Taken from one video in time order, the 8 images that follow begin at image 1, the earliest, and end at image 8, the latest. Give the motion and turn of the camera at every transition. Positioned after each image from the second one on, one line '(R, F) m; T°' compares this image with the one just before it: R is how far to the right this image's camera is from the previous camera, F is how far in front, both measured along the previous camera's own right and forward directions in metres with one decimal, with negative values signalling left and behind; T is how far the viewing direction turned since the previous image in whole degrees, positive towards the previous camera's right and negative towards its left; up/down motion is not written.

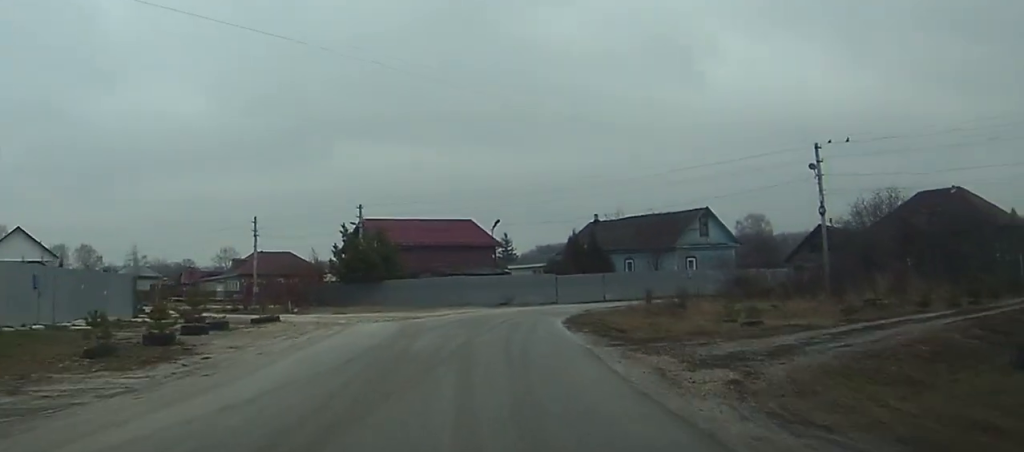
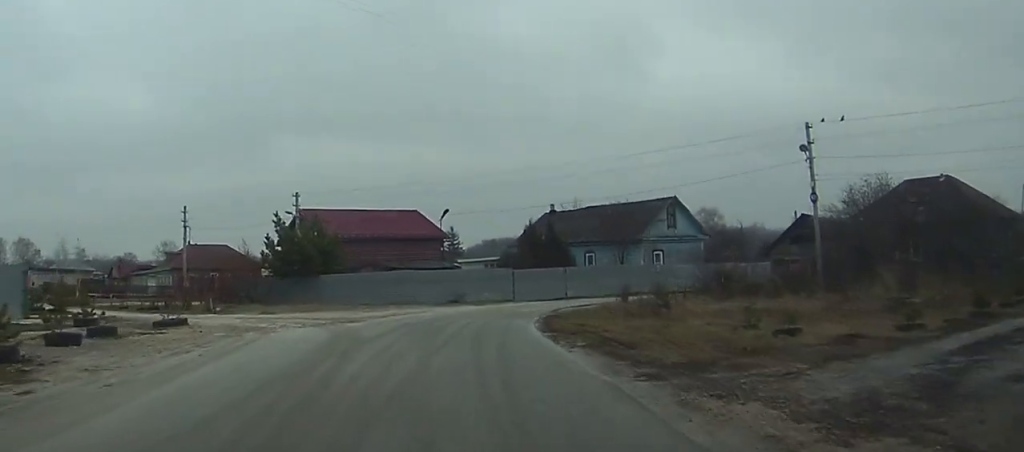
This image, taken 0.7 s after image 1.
(0.0, +5.1) m; +4°
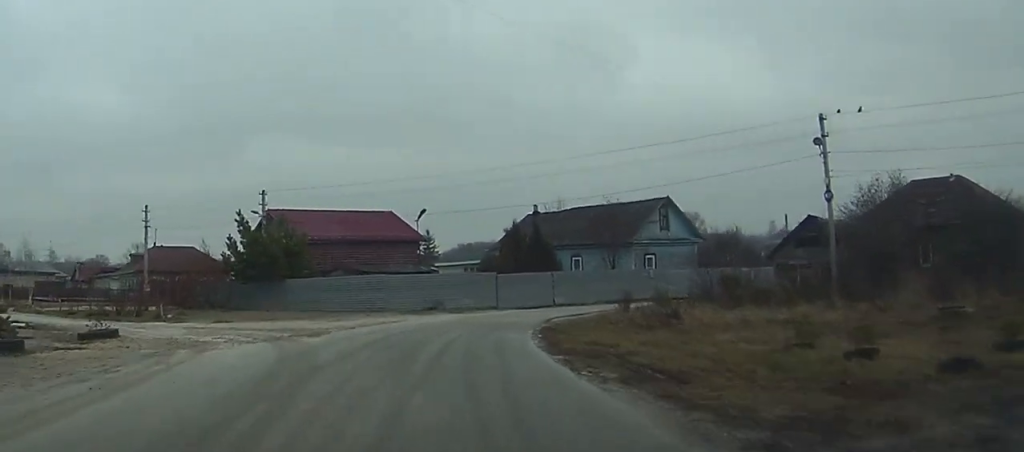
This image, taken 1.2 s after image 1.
(+0.2, +3.7) m; +3°
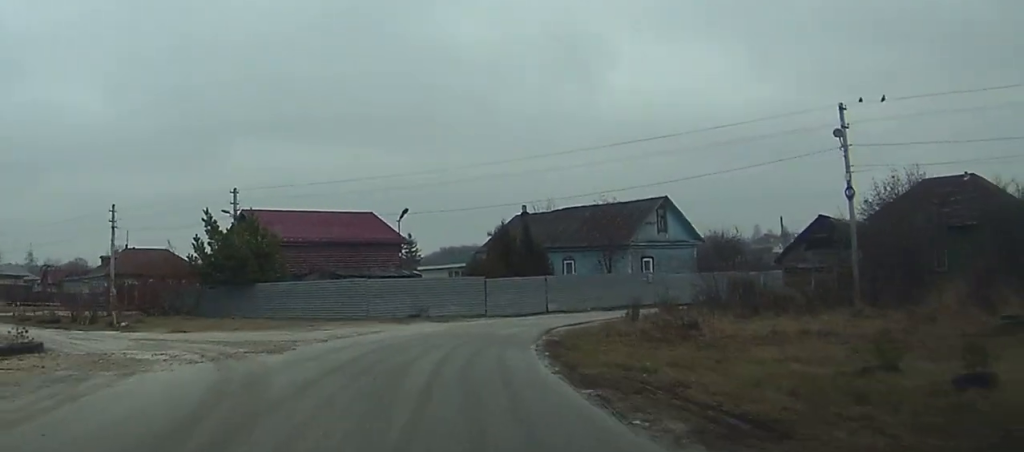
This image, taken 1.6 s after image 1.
(+0.1, +3.2) m; +3°
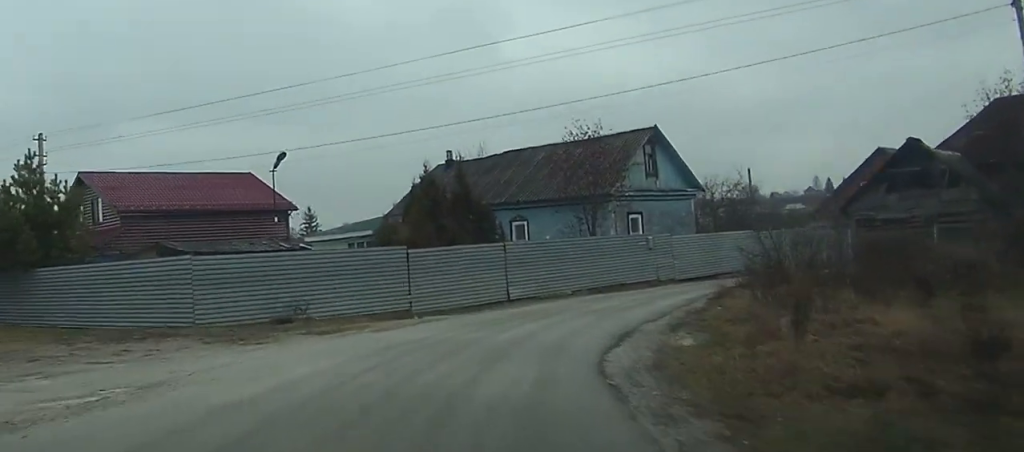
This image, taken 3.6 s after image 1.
(+0.3, +6.7) m; +9°
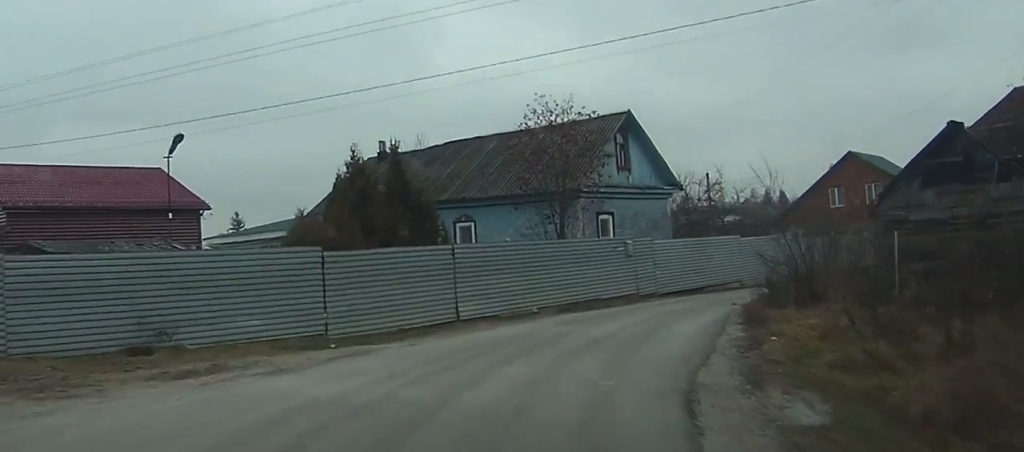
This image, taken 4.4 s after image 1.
(-0.2, +8.2) m; +2°
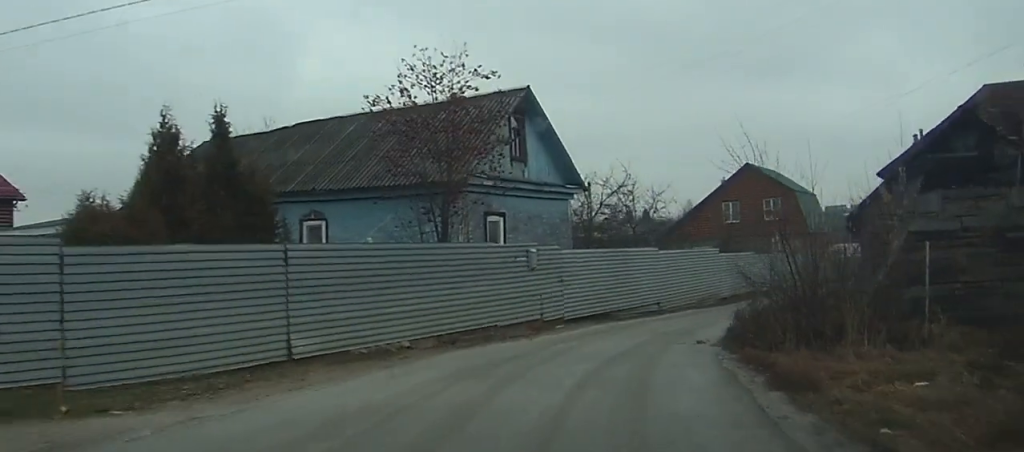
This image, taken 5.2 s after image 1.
(+0.5, +9.6) m; +5°
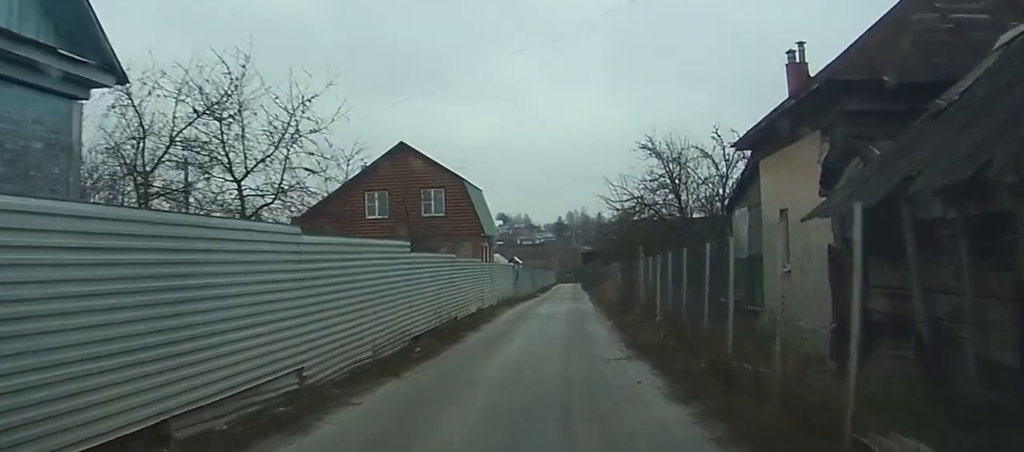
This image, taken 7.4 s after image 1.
(+3.4, +20.6) m; +23°
